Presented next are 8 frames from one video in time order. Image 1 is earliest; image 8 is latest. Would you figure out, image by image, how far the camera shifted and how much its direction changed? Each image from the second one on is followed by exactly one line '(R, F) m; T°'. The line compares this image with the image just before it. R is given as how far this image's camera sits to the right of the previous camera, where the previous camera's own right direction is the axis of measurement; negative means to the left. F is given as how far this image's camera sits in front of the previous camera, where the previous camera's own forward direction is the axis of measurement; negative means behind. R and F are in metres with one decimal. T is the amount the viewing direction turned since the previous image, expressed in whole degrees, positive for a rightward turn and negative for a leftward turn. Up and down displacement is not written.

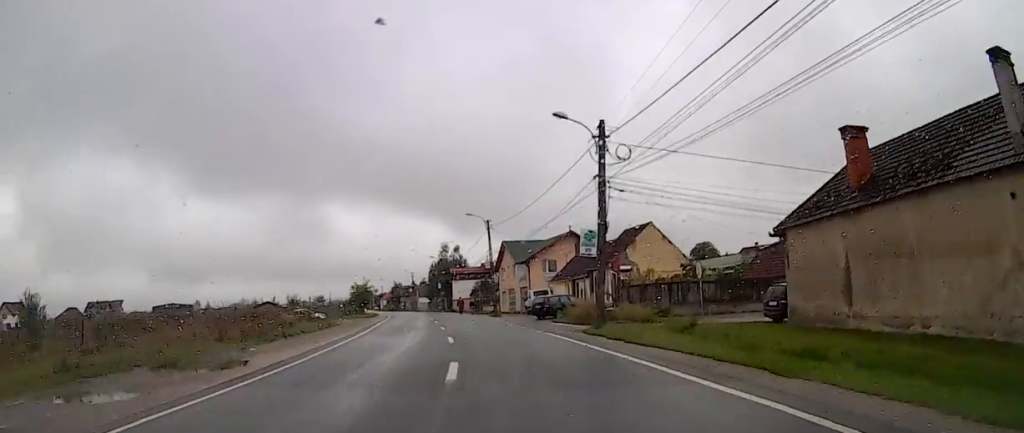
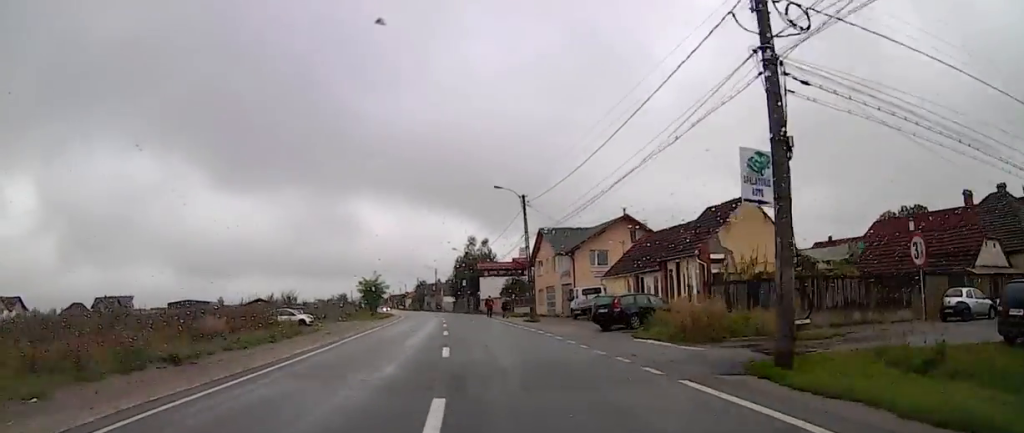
(-0.2, +13.2) m; -2°
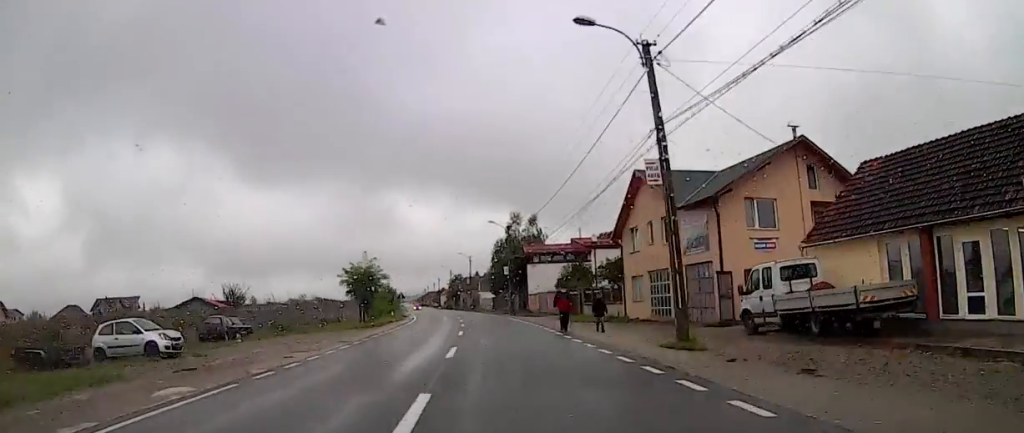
(-0.8, +25.6) m; -4°
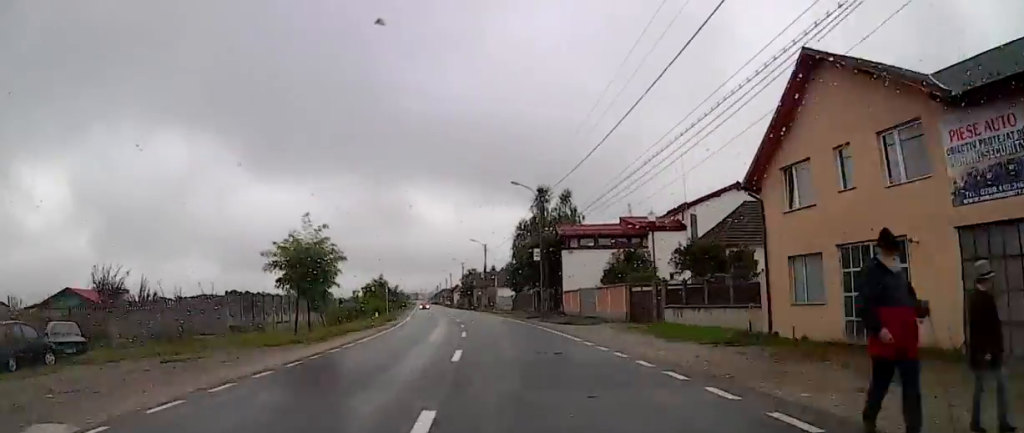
(-0.6, +19.2) m; -2°
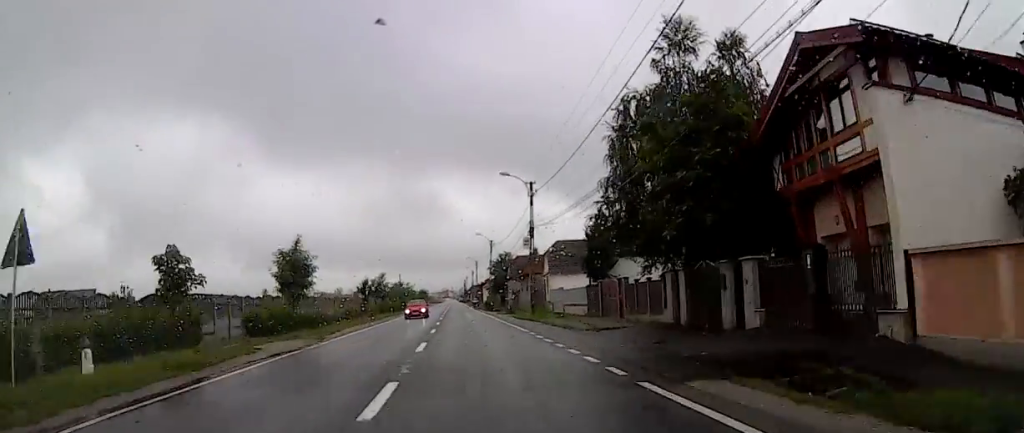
(-0.1, +40.8) m; 0°
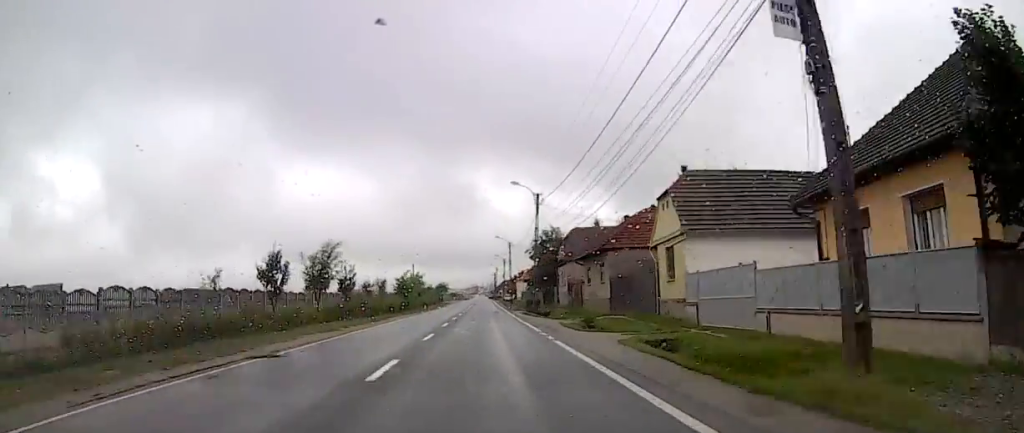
(0.0, +31.5) m; 0°
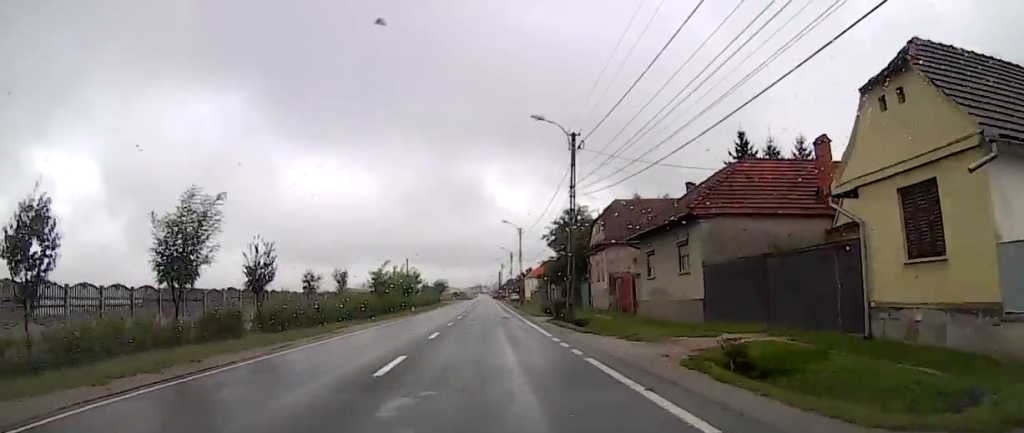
(0.0, +17.3) m; 0°
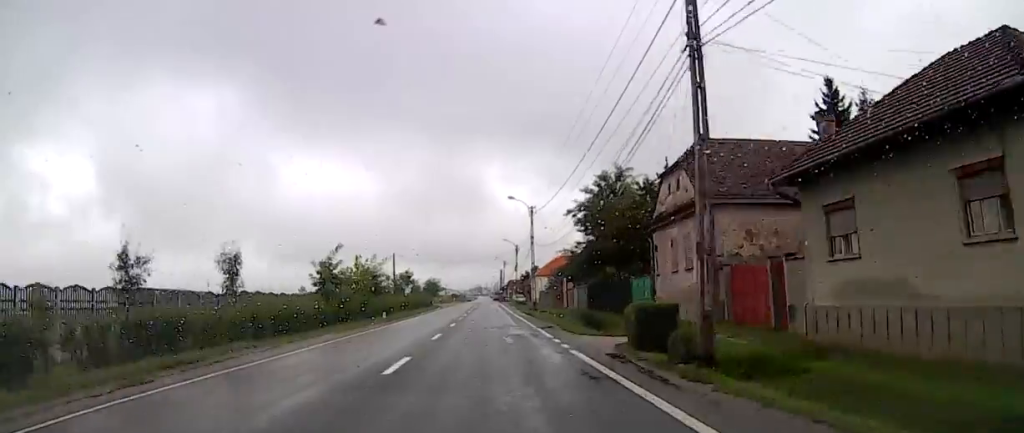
(0.0, +17.1) m; 0°
